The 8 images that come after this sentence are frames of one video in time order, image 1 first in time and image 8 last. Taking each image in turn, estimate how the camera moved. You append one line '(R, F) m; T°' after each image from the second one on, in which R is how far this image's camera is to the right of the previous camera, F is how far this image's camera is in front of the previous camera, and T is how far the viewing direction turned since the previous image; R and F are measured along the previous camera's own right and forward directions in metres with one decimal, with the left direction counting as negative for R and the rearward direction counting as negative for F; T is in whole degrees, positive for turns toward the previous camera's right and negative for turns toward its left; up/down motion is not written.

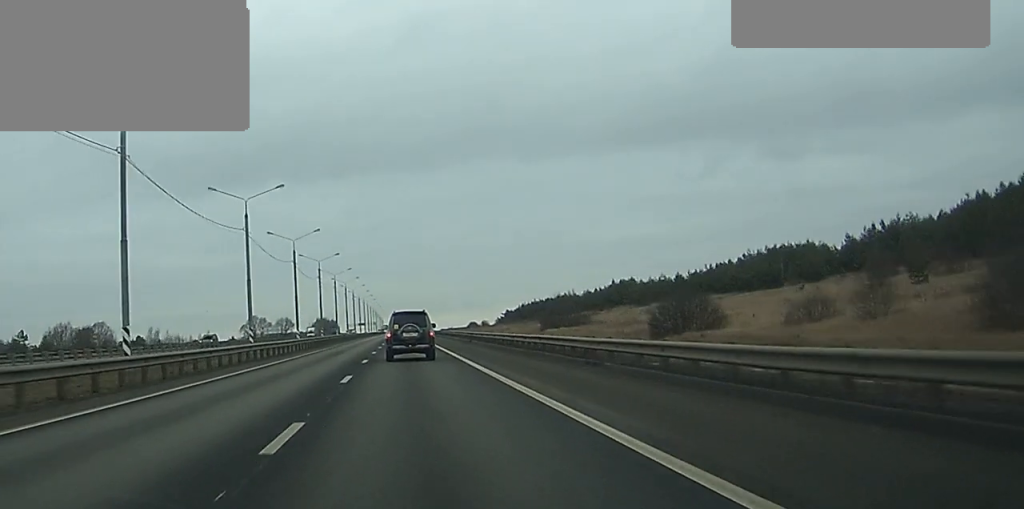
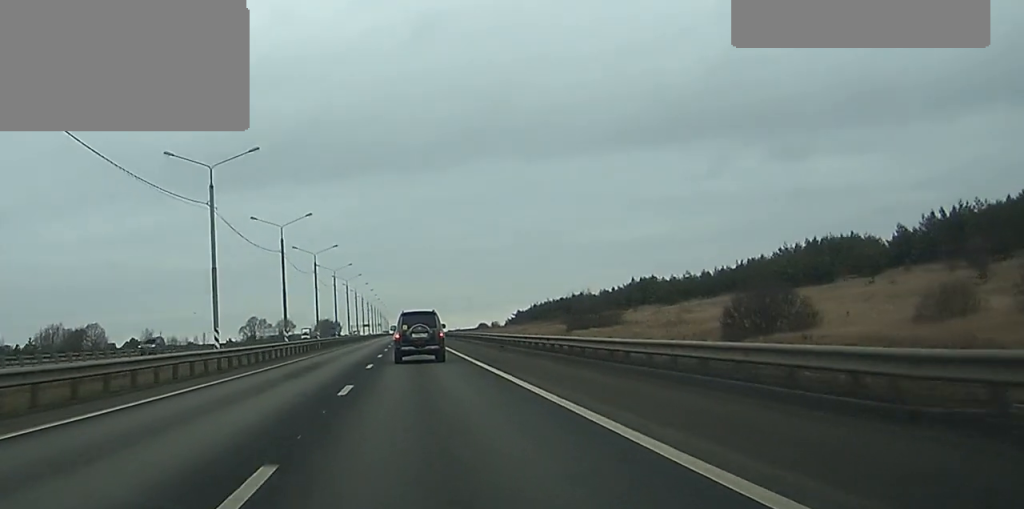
(0.0, +16.2) m; 0°
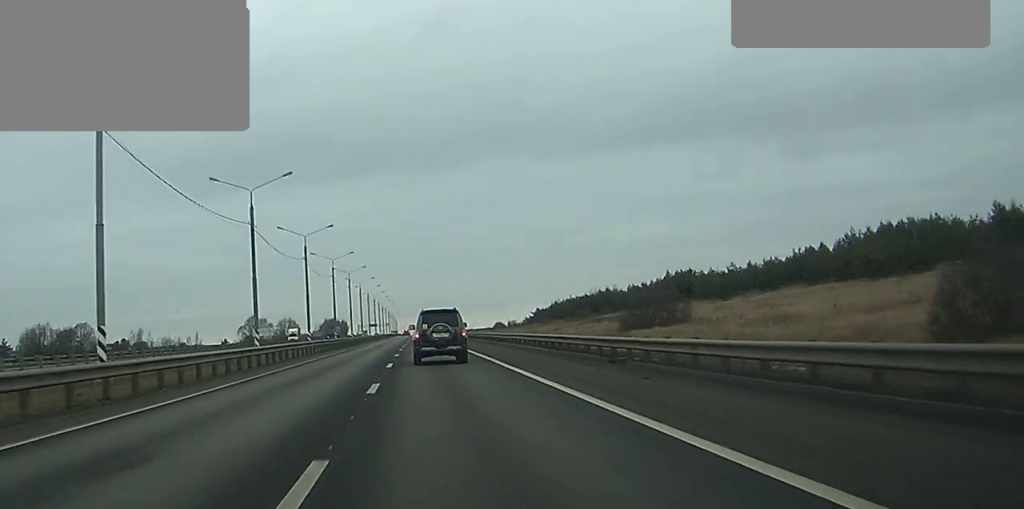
(-0.1, +24.2) m; -1°
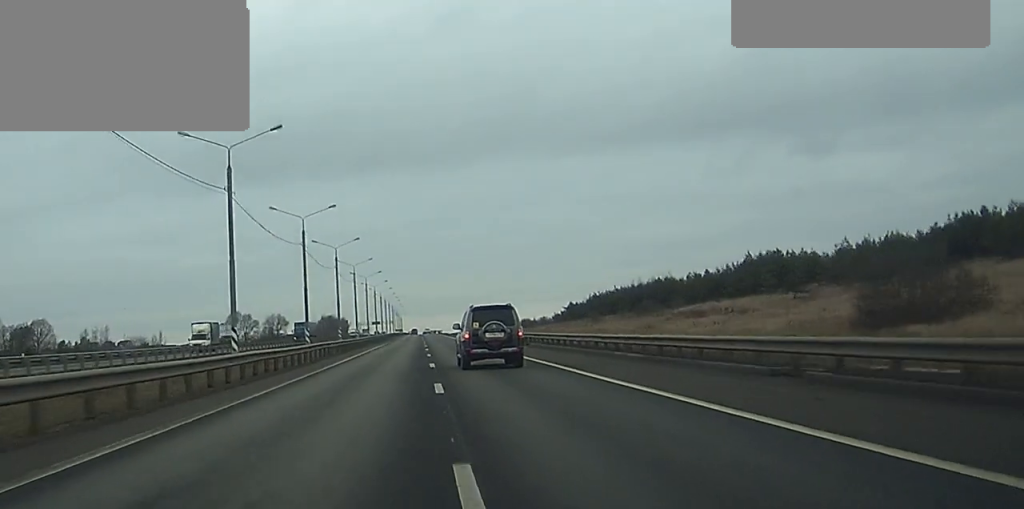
(-0.4, +49.2) m; 0°
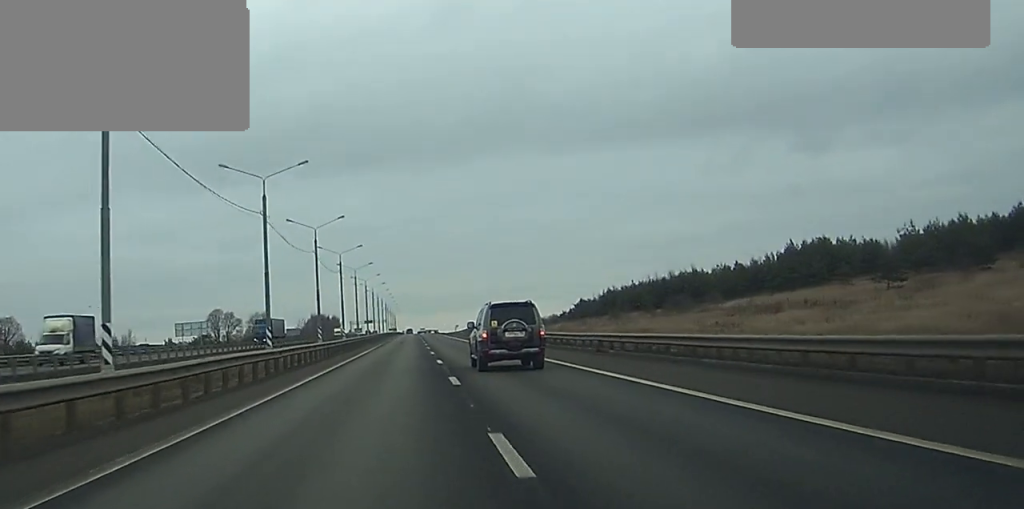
(+0.1, +22.1) m; 0°
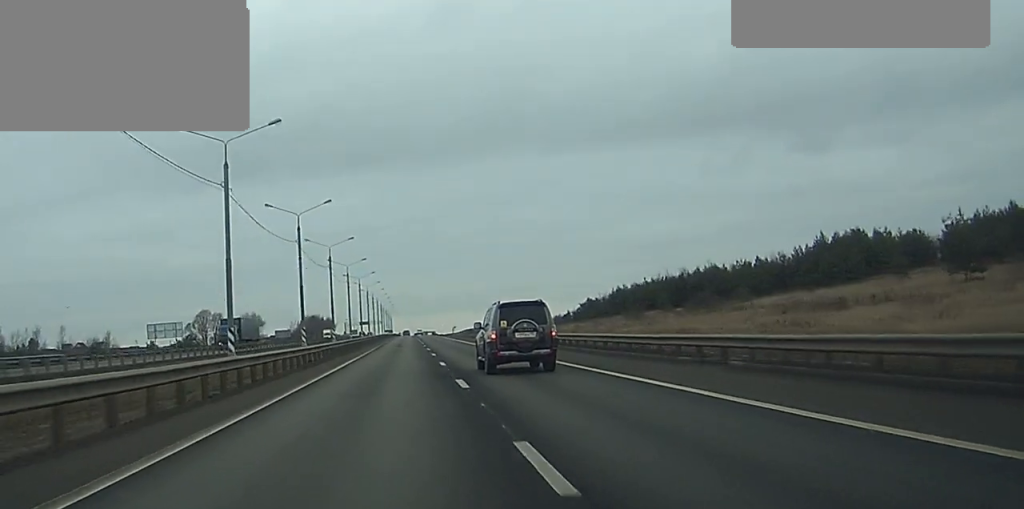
(0.0, +13.1) m; 0°
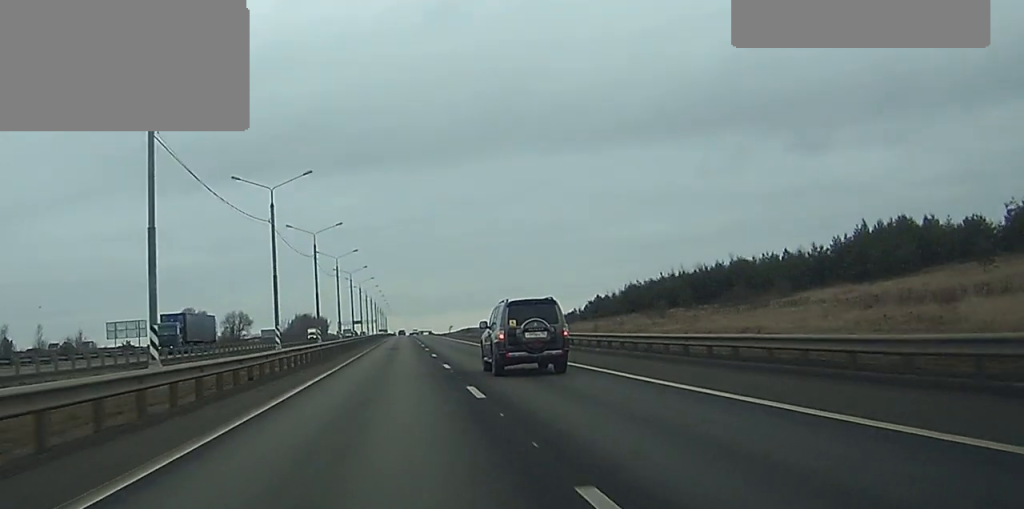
(0.0, +15.1) m; 0°
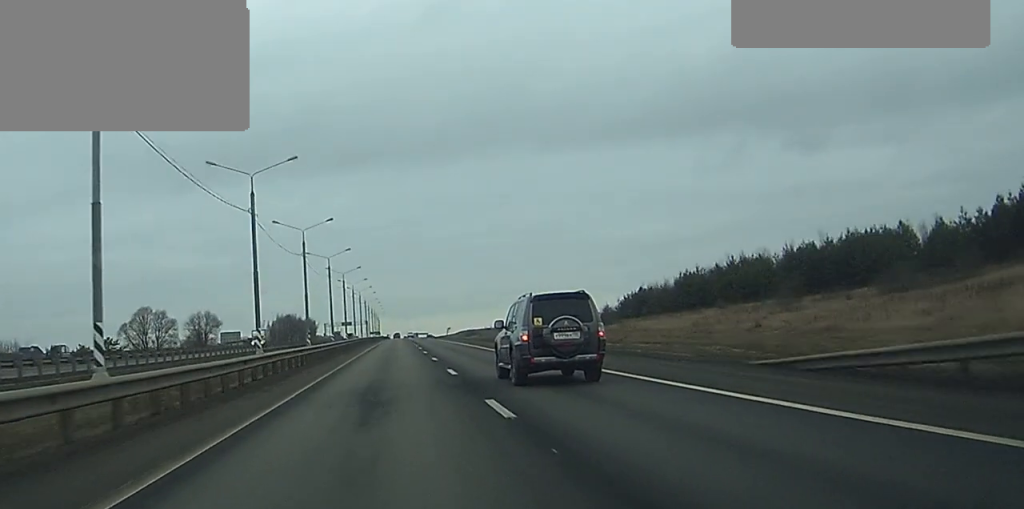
(+0.3, +40.2) m; +1°
